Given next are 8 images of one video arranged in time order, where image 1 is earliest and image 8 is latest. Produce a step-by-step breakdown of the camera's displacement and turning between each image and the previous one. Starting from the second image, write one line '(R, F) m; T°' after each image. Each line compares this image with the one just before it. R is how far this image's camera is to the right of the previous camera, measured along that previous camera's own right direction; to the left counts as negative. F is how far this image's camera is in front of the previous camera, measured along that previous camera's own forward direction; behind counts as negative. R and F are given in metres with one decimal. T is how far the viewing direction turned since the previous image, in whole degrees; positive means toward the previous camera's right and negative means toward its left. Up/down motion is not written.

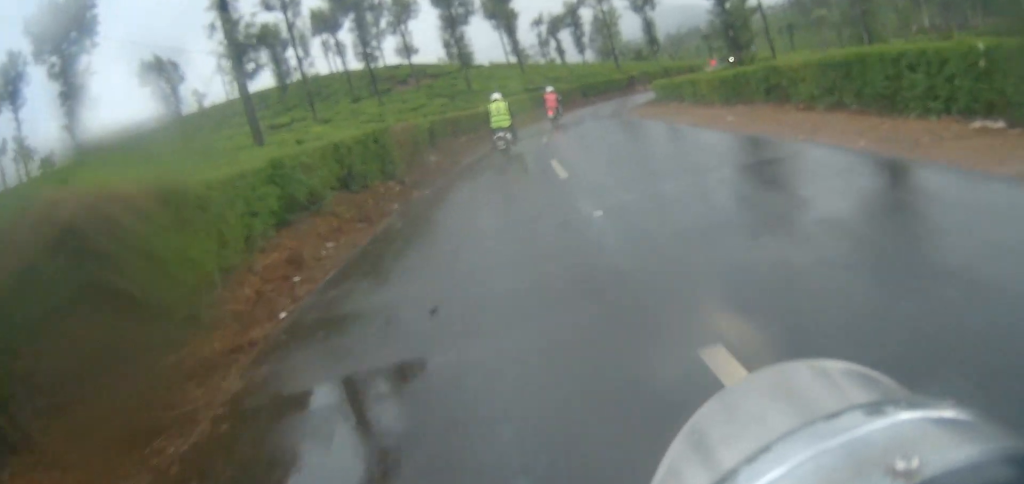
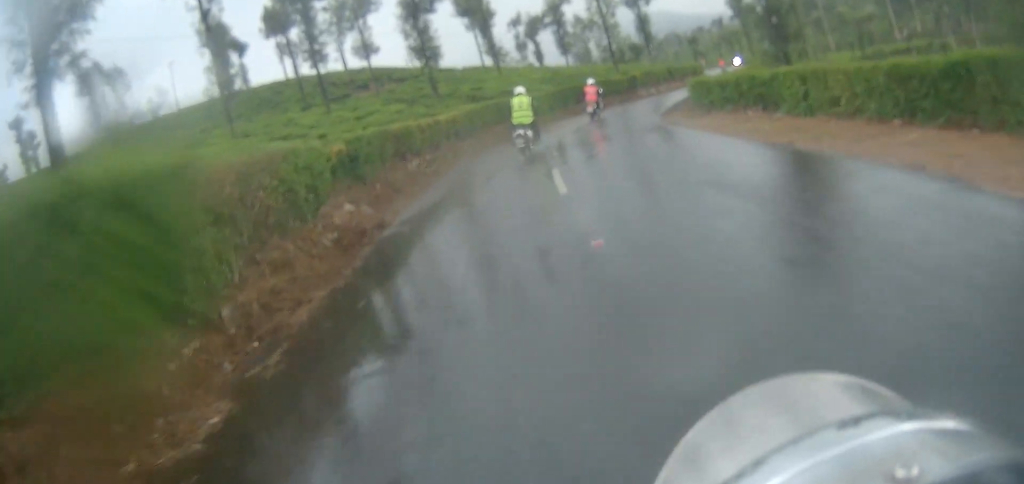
(+1.3, +9.2) m; +7°
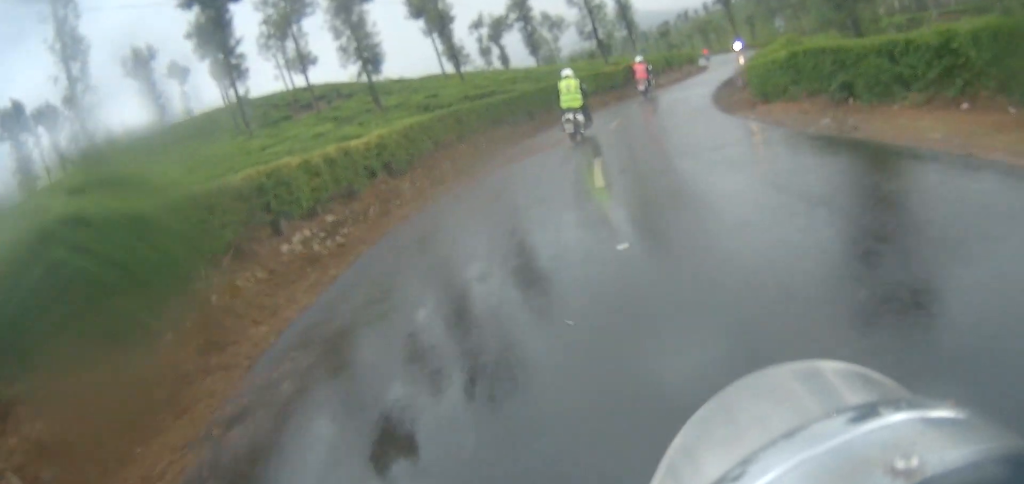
(+0.1, +9.1) m; +1°
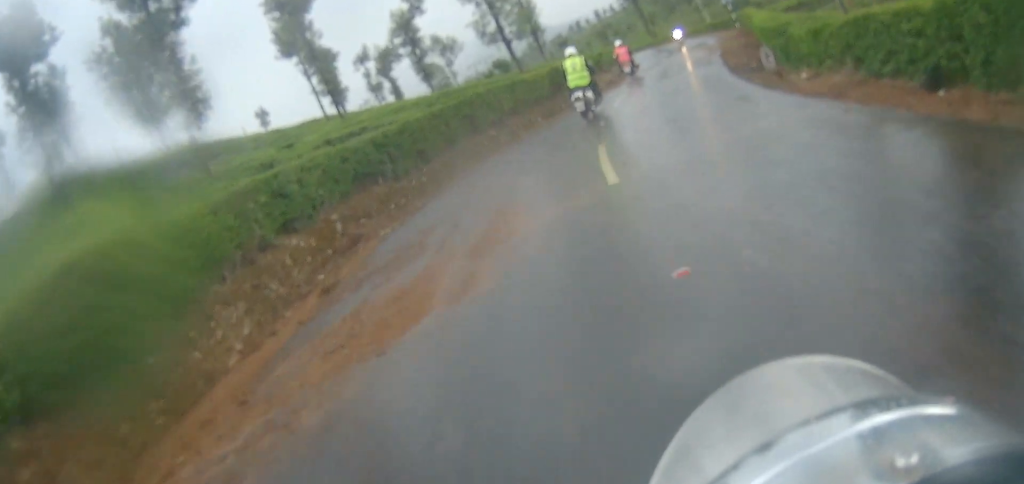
(0.0, +9.8) m; 0°
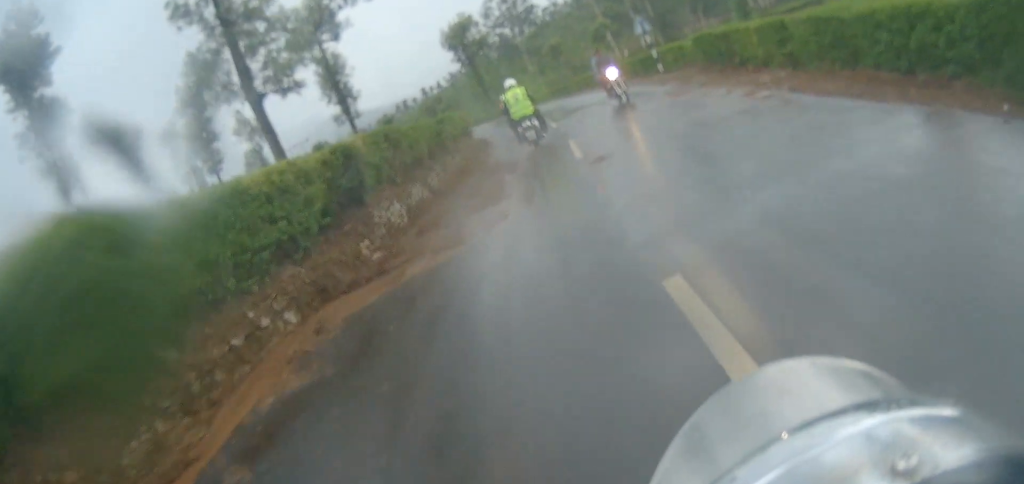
(+0.5, +14.3) m; +12°
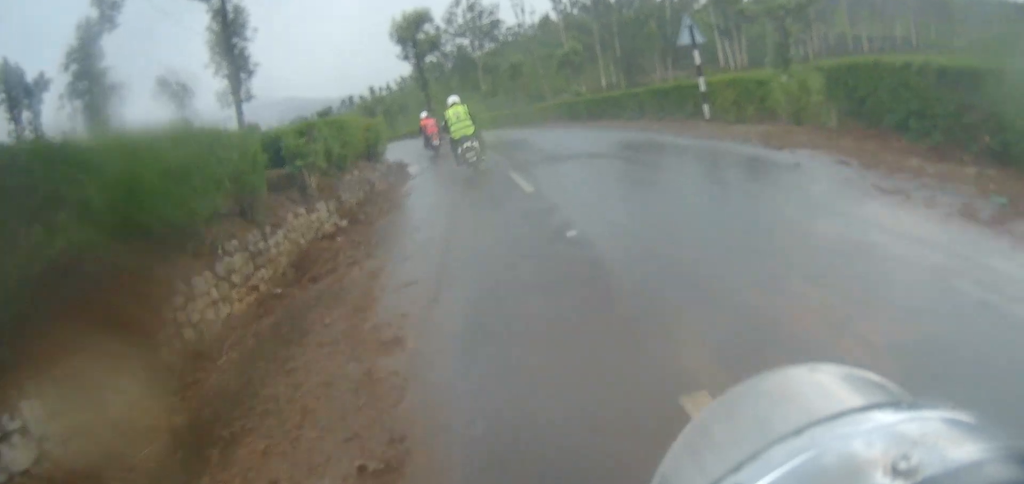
(+1.5, +9.3) m; +9°
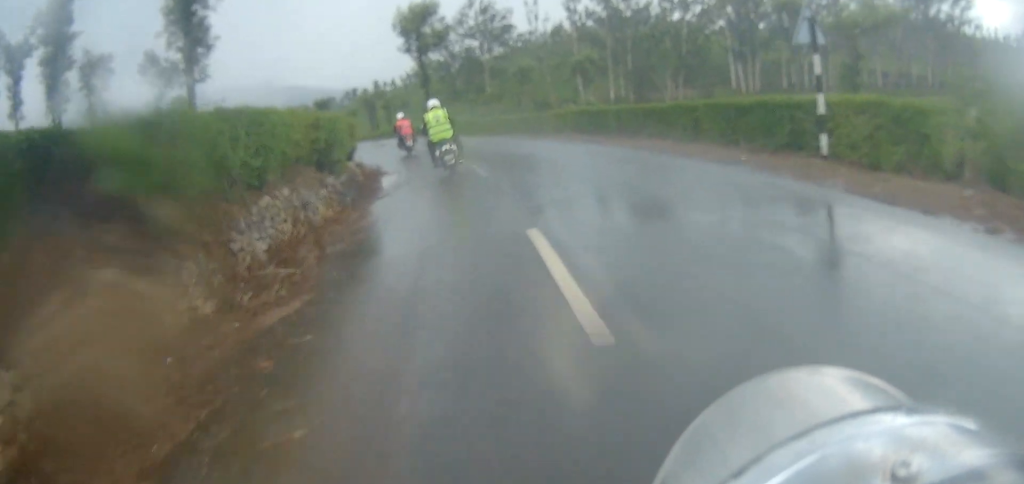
(0.0, +5.1) m; -2°
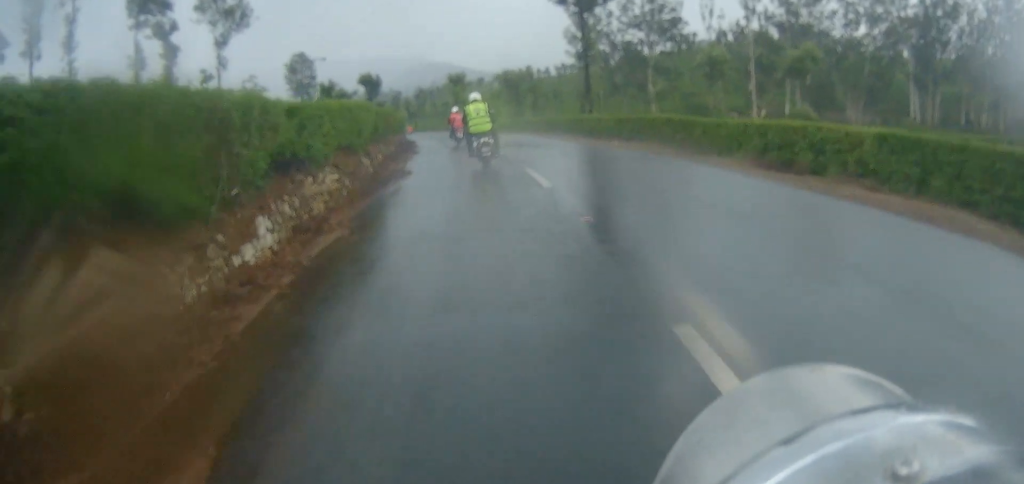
(-1.8, +20.7) m; -9°
